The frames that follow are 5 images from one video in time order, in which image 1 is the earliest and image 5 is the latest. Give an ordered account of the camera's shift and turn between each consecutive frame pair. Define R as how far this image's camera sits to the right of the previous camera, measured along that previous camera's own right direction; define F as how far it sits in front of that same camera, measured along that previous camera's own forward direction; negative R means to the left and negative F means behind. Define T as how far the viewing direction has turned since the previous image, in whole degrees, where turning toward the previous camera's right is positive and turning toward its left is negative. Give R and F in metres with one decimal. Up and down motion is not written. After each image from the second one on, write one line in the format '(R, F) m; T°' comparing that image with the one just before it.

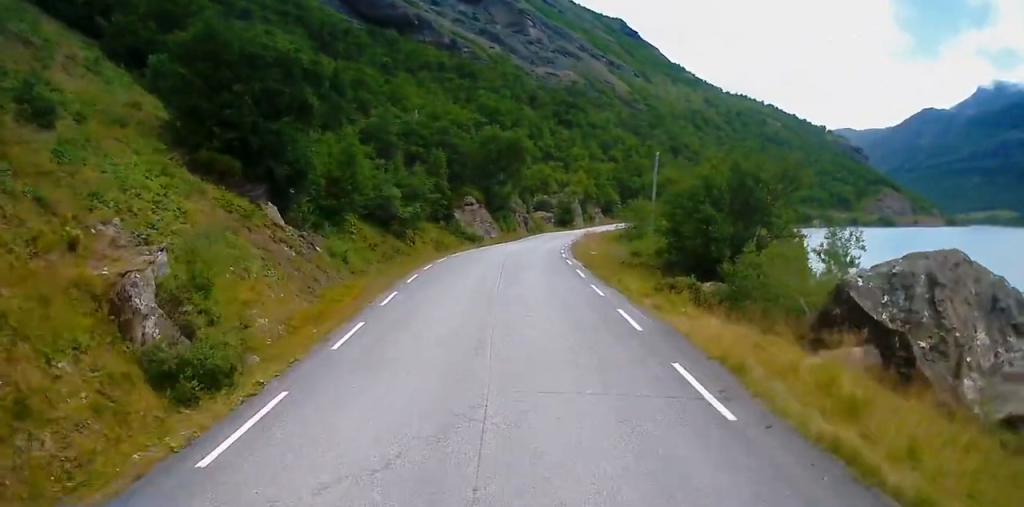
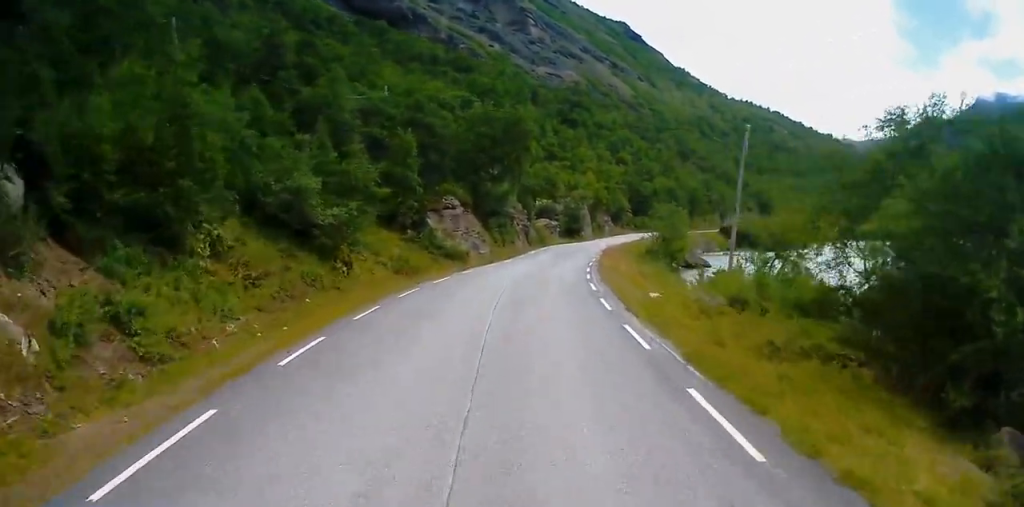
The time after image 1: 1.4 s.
(-0.2, +19.3) m; +1°
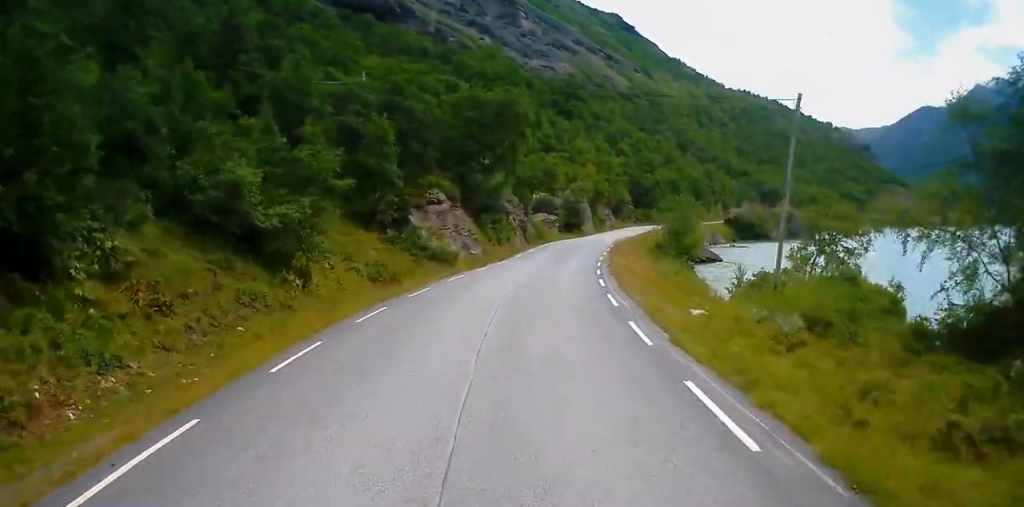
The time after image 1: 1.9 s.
(+0.1, +6.1) m; +1°
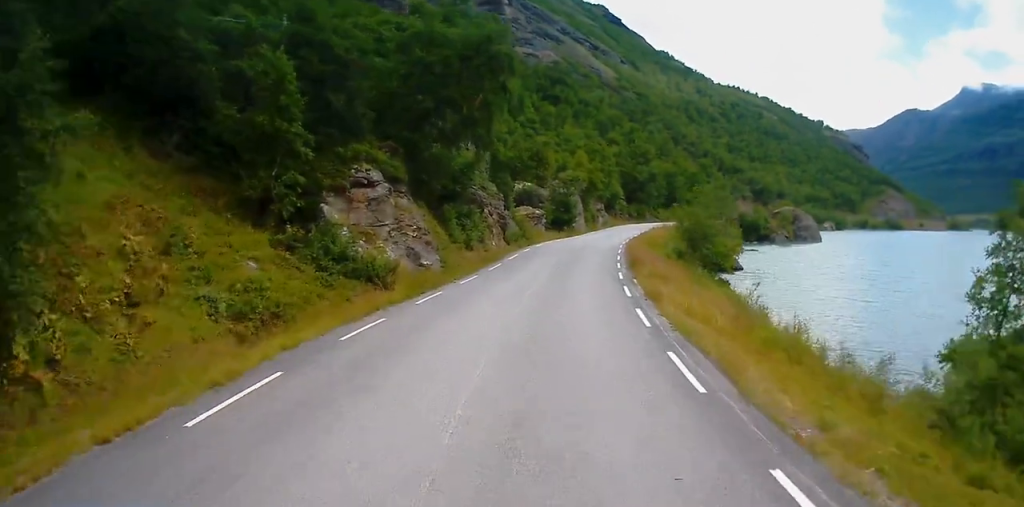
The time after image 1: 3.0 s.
(+0.4, +15.6) m; +2°
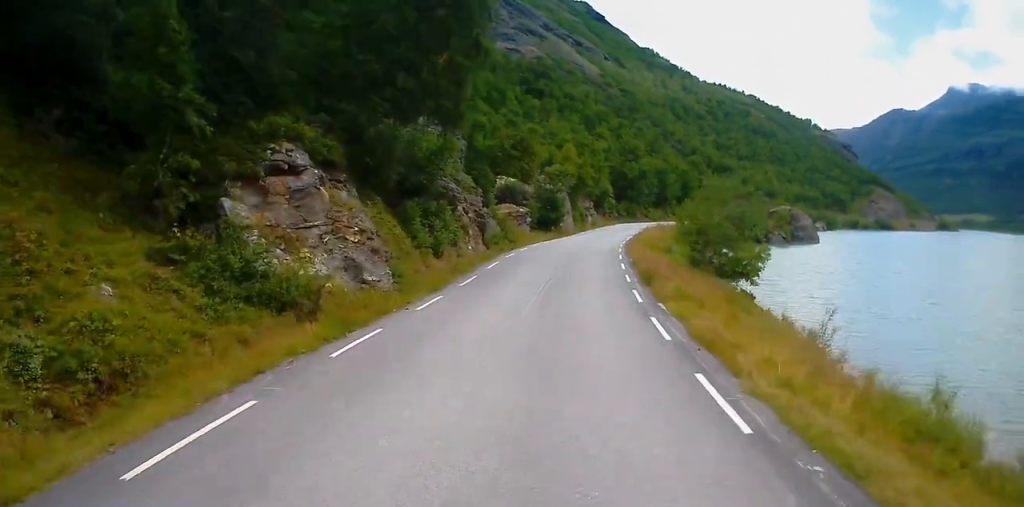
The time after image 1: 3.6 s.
(0.0, +7.9) m; +1°
